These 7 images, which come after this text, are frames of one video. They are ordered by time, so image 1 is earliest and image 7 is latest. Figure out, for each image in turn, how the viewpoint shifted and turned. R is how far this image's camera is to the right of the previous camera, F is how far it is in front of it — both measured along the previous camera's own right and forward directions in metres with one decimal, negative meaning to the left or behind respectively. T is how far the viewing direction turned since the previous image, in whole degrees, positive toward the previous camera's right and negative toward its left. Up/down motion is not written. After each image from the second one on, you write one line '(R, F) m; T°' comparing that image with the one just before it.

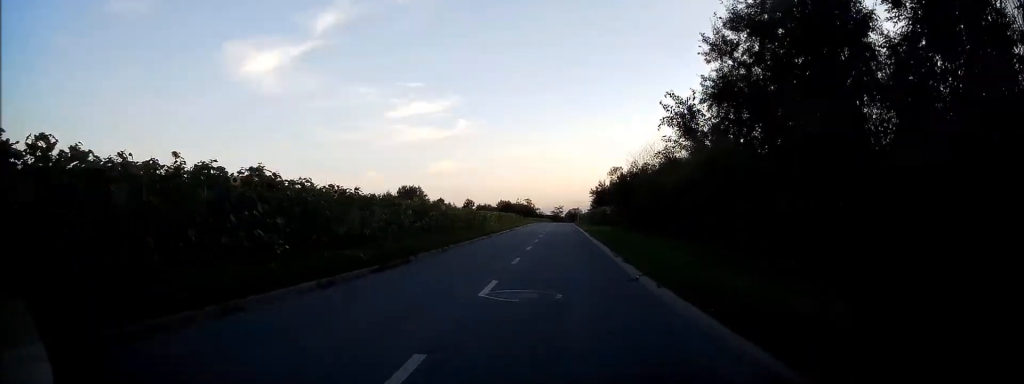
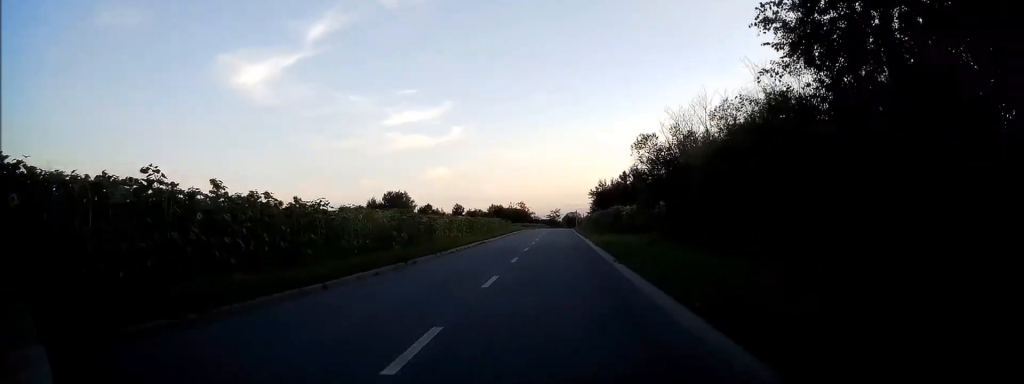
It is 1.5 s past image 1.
(-0.2, +17.6) m; 0°
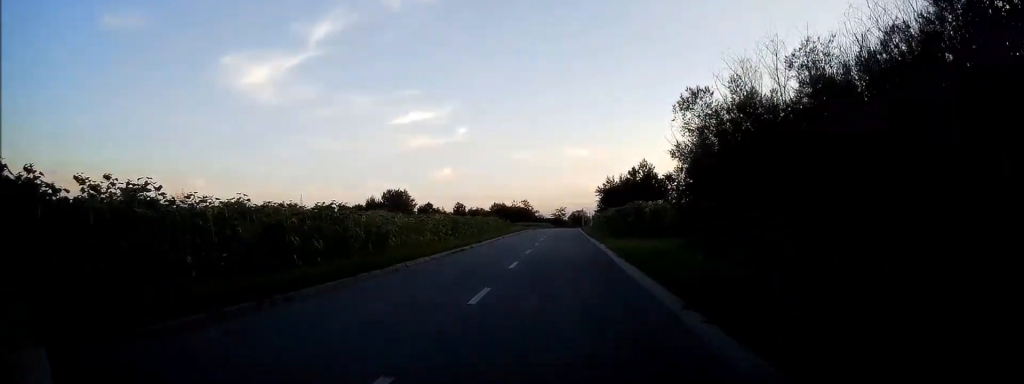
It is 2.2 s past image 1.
(+0.1, +8.6) m; +1°
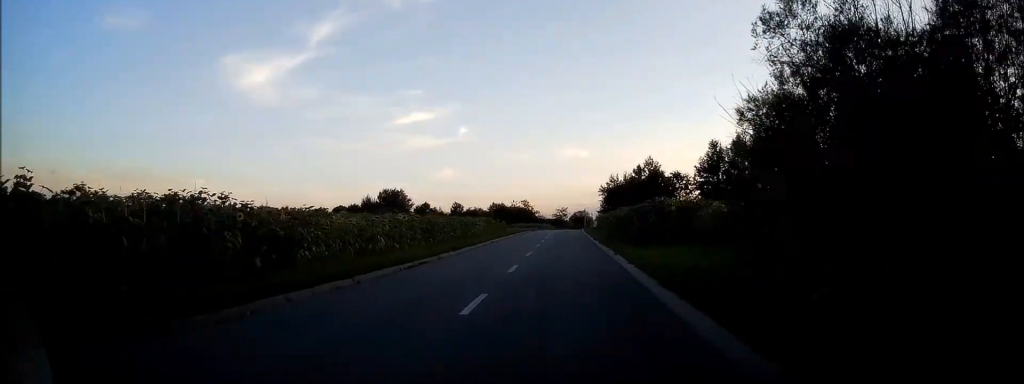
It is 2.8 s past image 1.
(0.0, +7.2) m; 0°
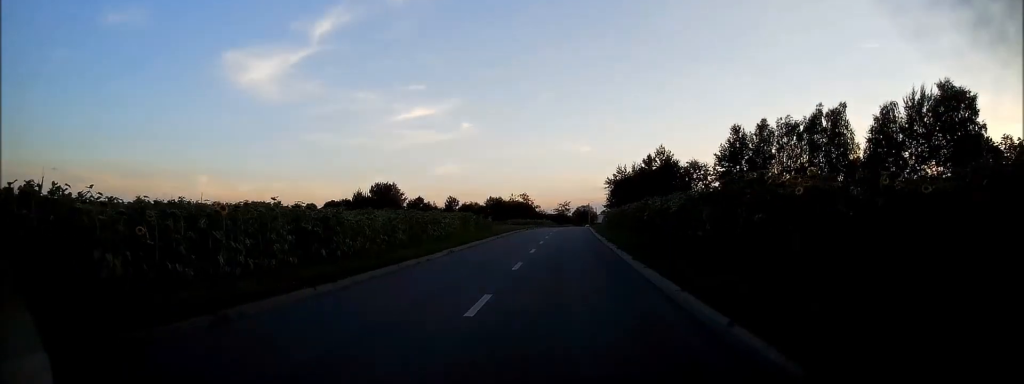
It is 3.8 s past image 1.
(+0.1, +12.8) m; 0°
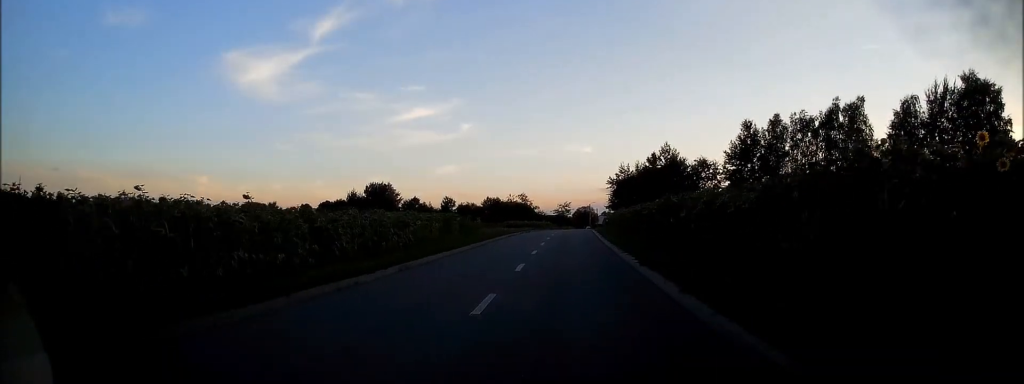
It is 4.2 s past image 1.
(+0.1, +6.0) m; -1°
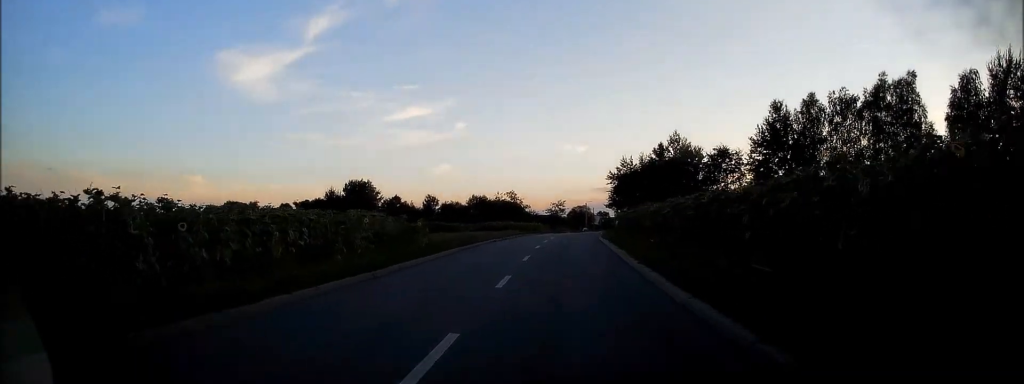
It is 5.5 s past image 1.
(-0.4, +16.0) m; 0°
